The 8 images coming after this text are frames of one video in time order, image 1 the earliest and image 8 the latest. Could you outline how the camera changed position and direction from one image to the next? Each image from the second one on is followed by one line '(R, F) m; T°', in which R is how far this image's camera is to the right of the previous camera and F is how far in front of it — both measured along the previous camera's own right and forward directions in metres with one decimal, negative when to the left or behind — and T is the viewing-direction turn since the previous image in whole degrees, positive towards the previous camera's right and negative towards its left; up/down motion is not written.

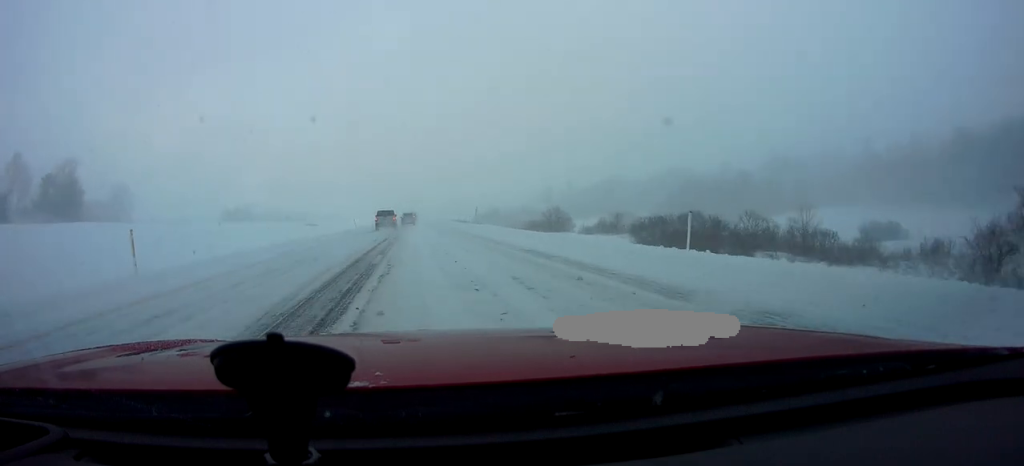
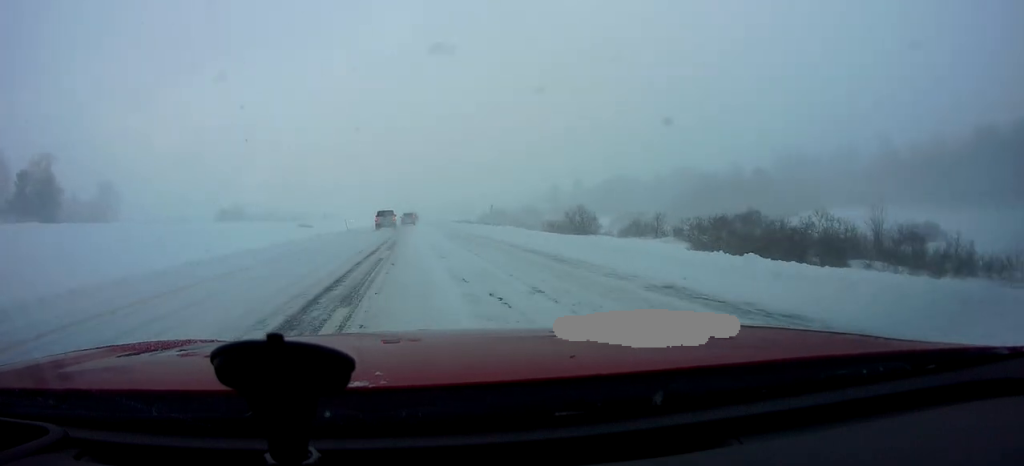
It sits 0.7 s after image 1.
(-0.1, +9.0) m; -2°
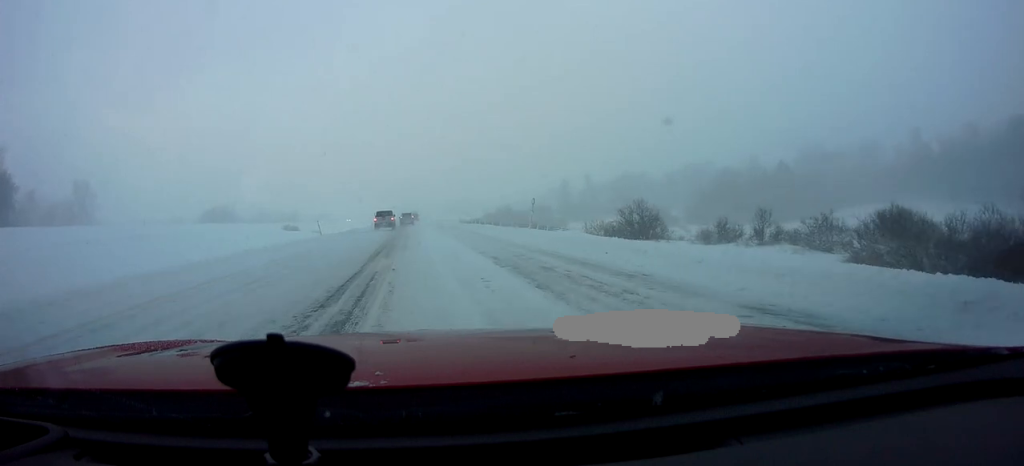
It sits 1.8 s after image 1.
(-0.2, +13.9) m; 0°
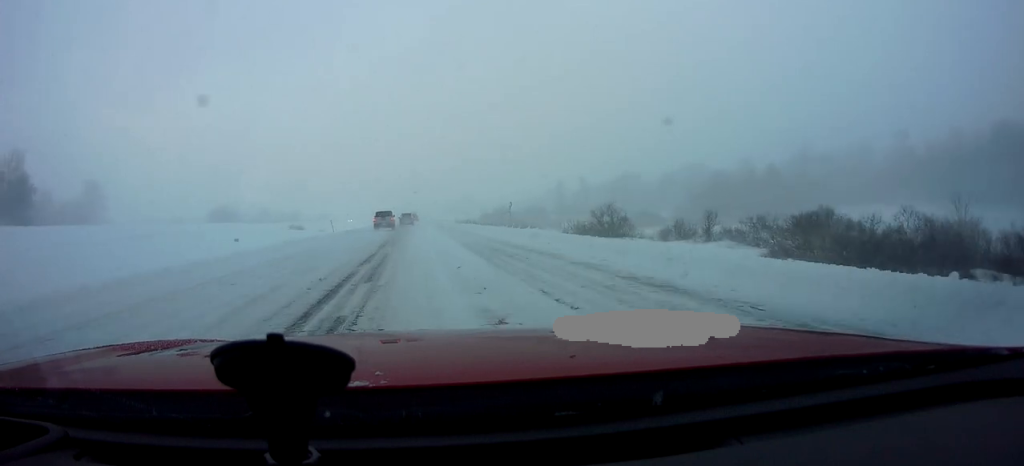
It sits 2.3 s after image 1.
(+0.1, +6.7) m; +1°
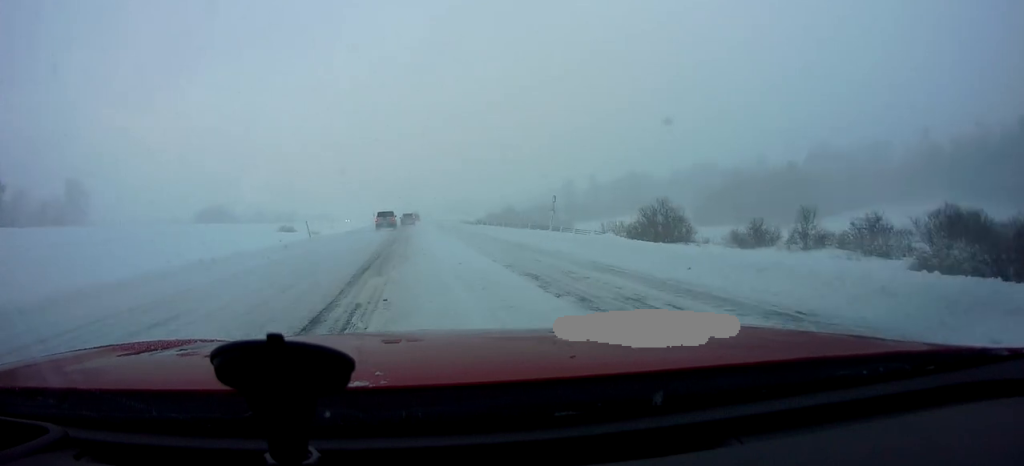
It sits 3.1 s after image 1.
(+0.2, +10.1) m; +1°
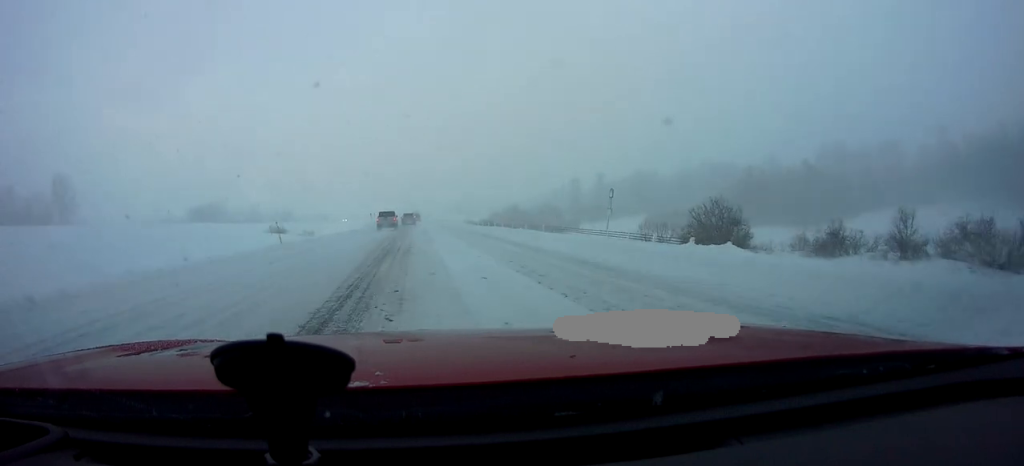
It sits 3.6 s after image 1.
(+0.2, +7.2) m; 0°
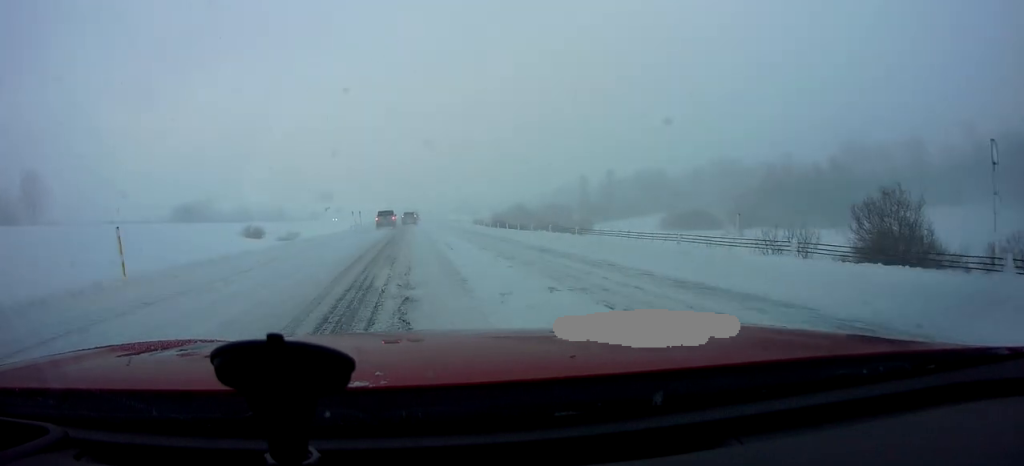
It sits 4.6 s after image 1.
(-0.4, +14.3) m; +1°
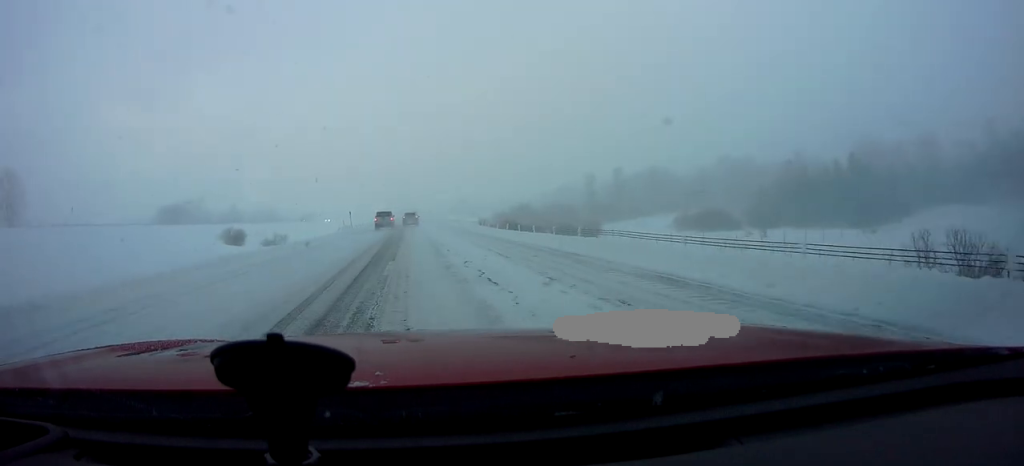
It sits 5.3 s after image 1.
(+0.5, +9.3) m; 0°
